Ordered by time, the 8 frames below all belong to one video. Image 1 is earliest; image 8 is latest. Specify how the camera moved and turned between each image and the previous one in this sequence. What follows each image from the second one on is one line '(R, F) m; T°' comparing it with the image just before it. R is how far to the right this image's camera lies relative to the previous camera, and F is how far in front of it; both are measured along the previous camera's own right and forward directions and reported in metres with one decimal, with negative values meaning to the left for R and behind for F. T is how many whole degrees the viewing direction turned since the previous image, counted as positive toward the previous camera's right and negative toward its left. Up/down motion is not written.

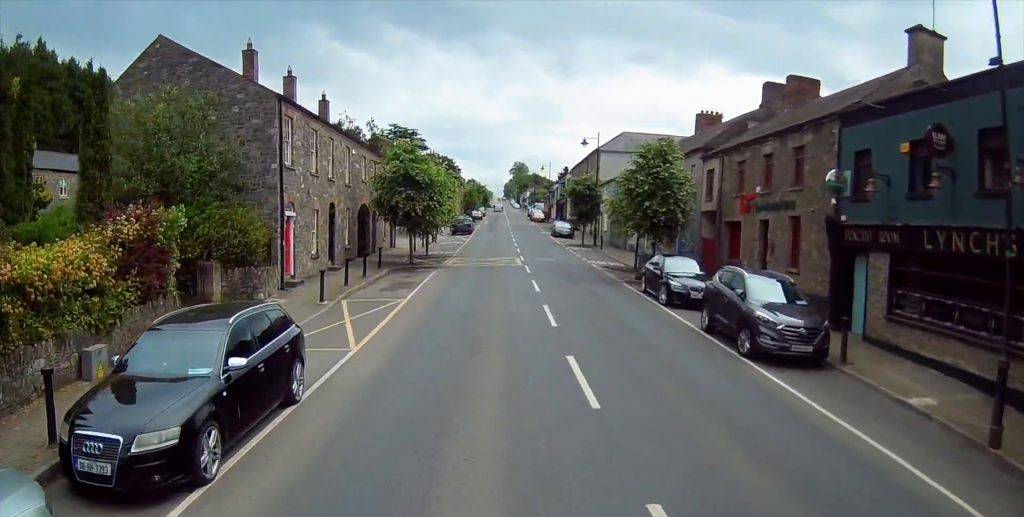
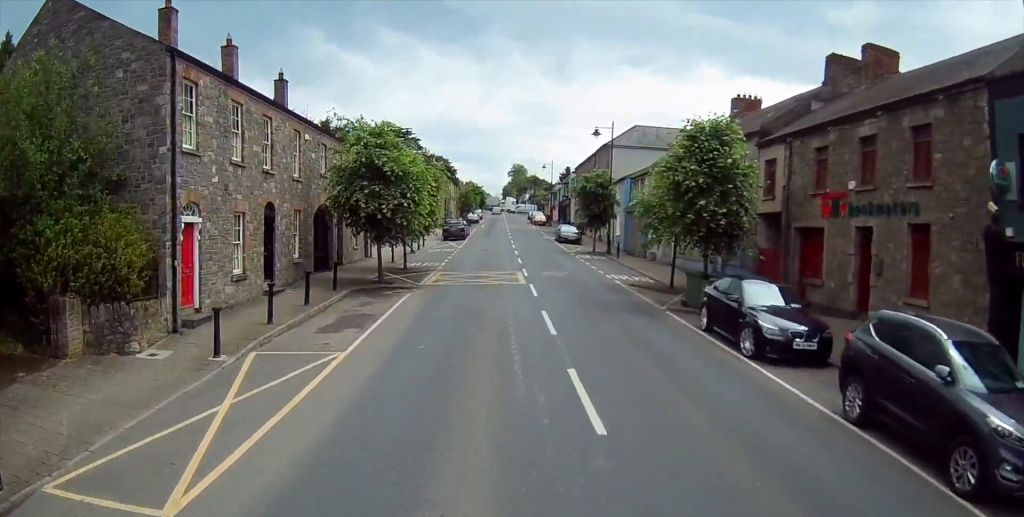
(0.0, +7.3) m; 0°
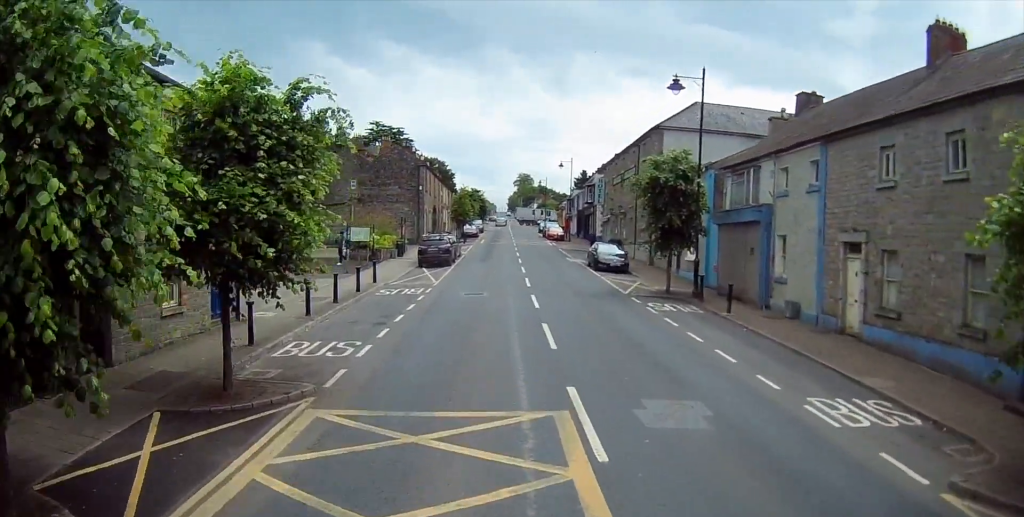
(+0.1, +19.0) m; +1°
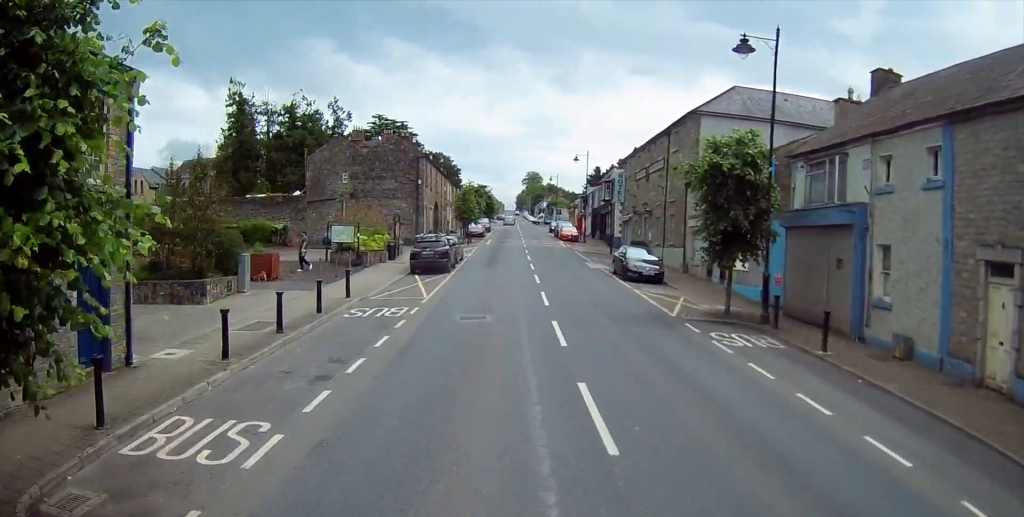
(0.0, +6.0) m; -1°
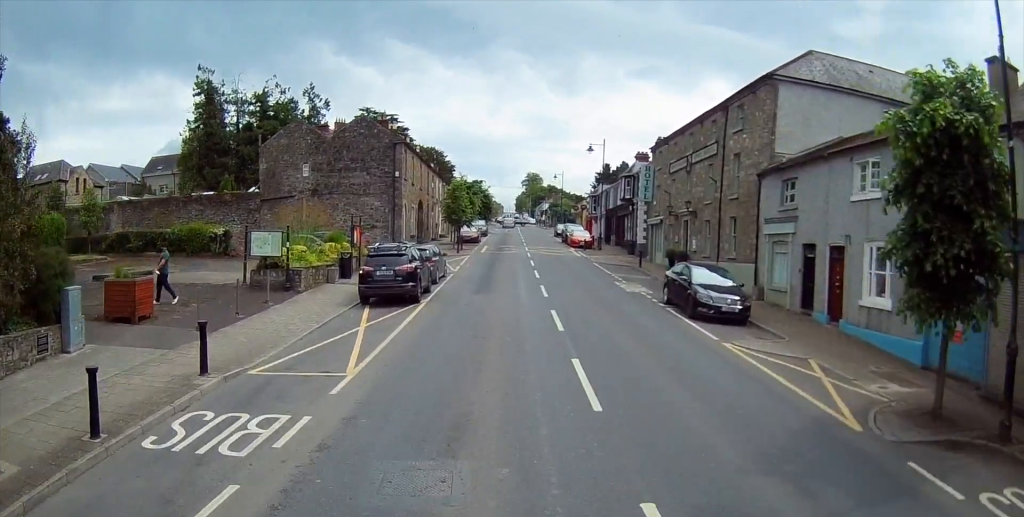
(-0.3, +10.5) m; -1°
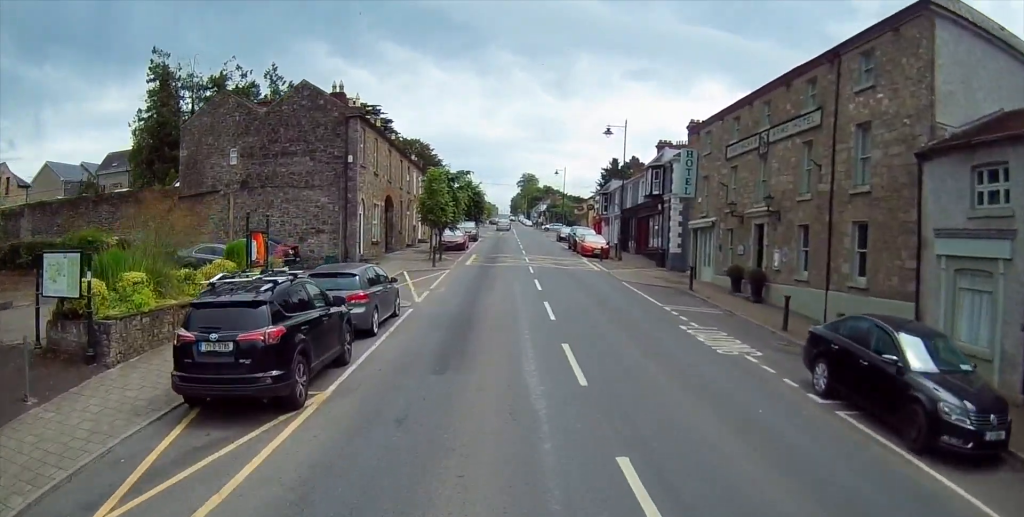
(+0.2, +11.1) m; +3°
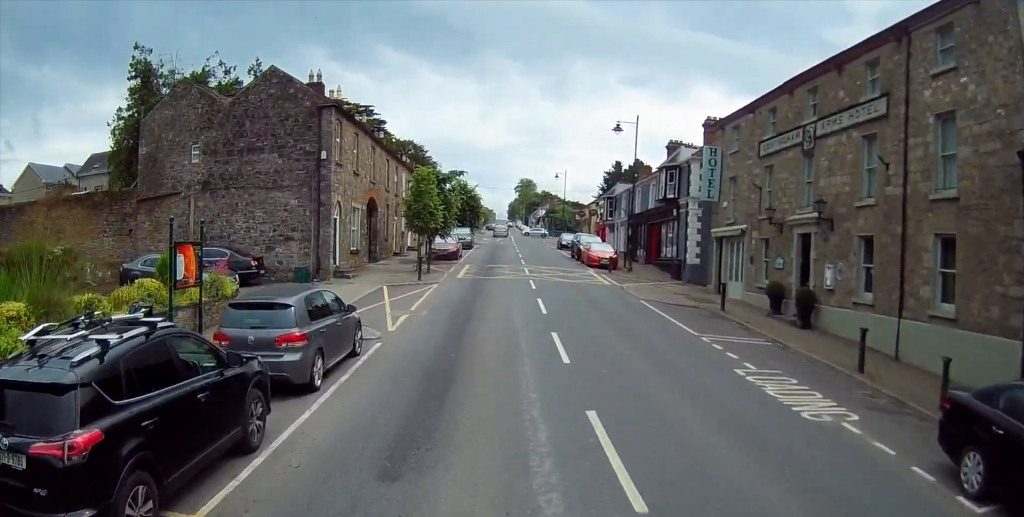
(0.0, +4.2) m; 0°
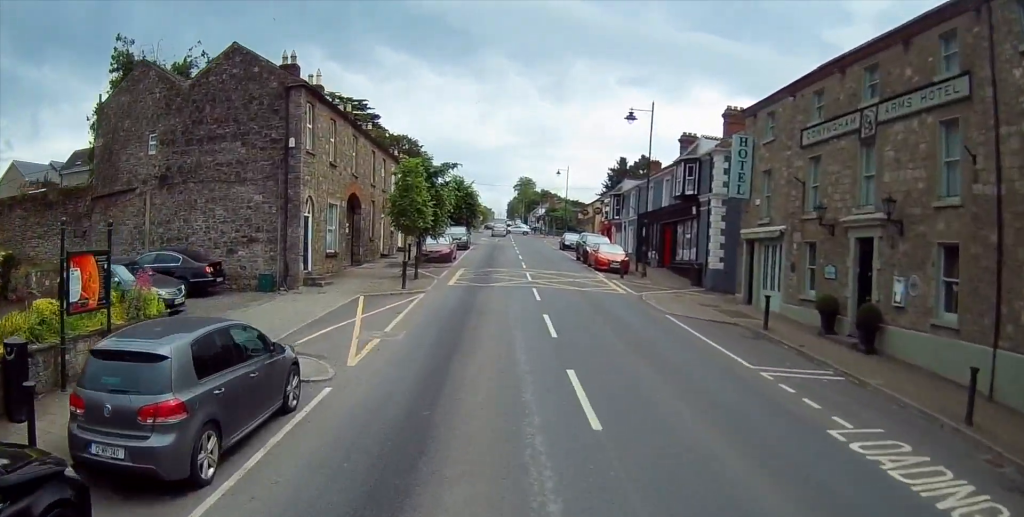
(0.0, +3.9) m; -1°
